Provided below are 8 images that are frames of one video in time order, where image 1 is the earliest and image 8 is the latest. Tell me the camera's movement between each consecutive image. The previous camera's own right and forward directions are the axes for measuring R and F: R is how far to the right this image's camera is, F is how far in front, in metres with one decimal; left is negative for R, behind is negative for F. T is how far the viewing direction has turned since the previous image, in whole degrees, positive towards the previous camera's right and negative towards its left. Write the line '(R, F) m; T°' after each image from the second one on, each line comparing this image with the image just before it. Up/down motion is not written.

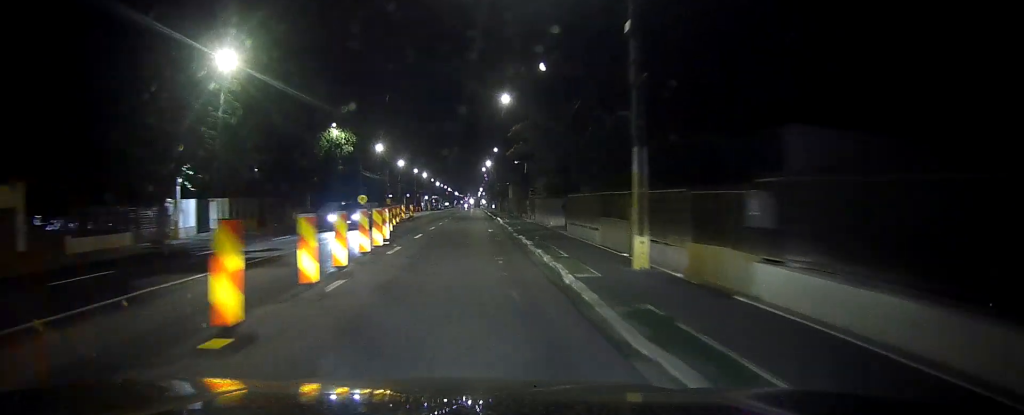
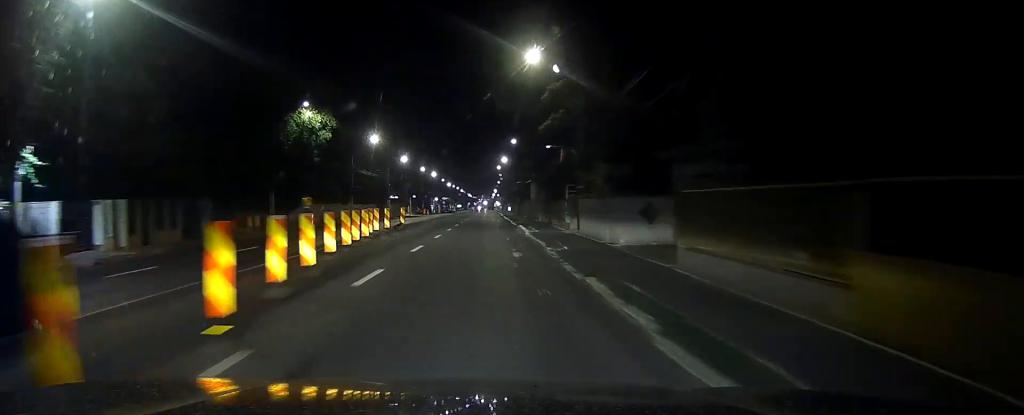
(0.0, +15.9) m; 0°
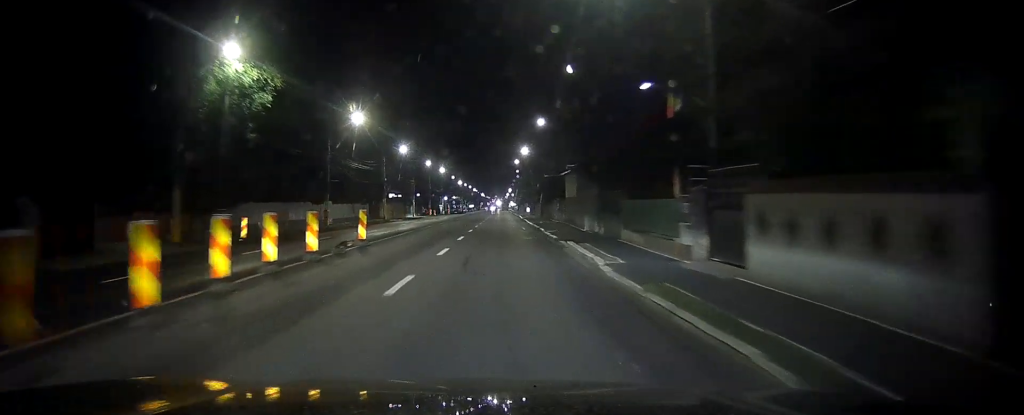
(-0.1, +19.3) m; -1°
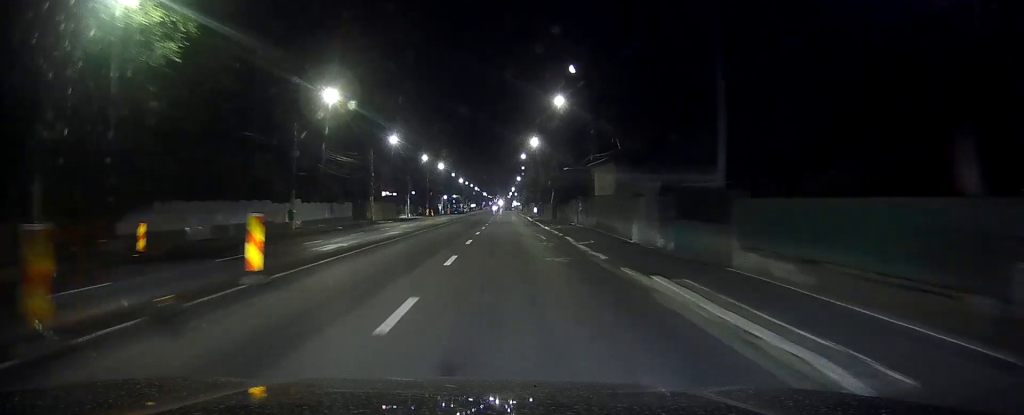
(-0.1, +12.4) m; 0°
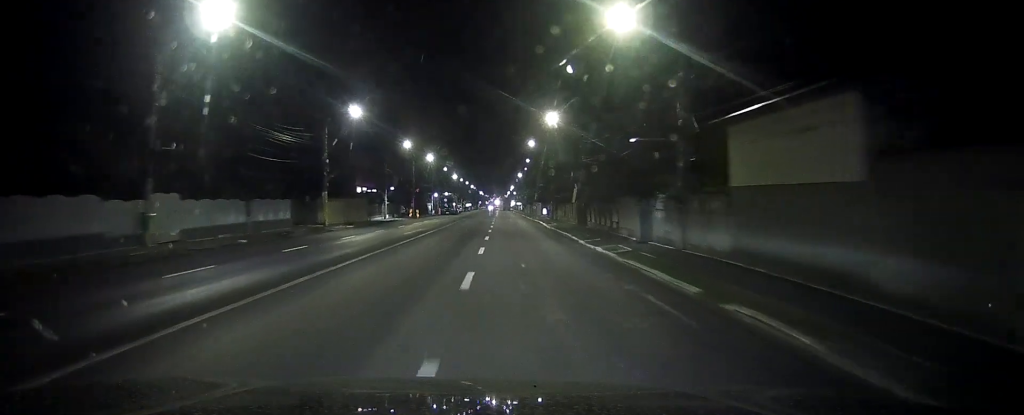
(+0.1, +22.4) m; +1°
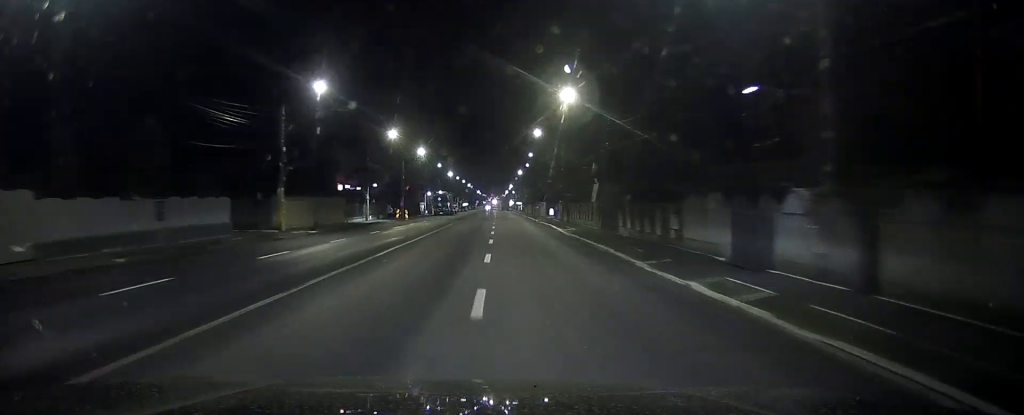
(+0.1, +12.1) m; 0°
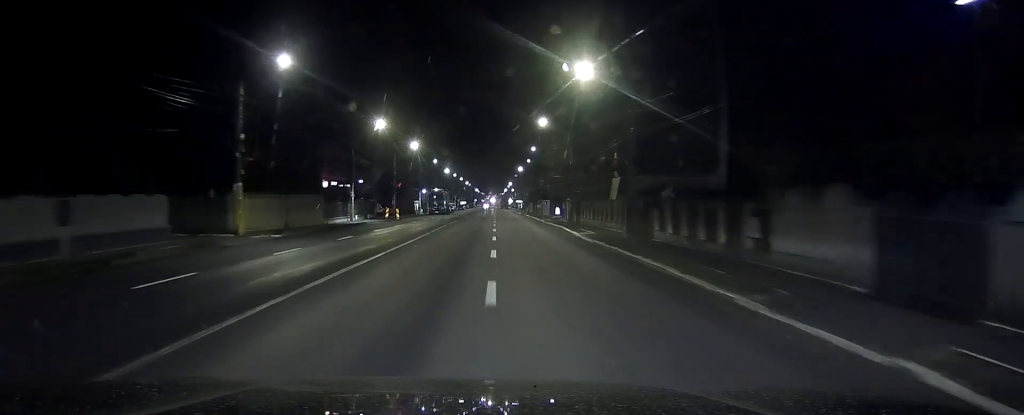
(0.0, +7.9) m; 0°
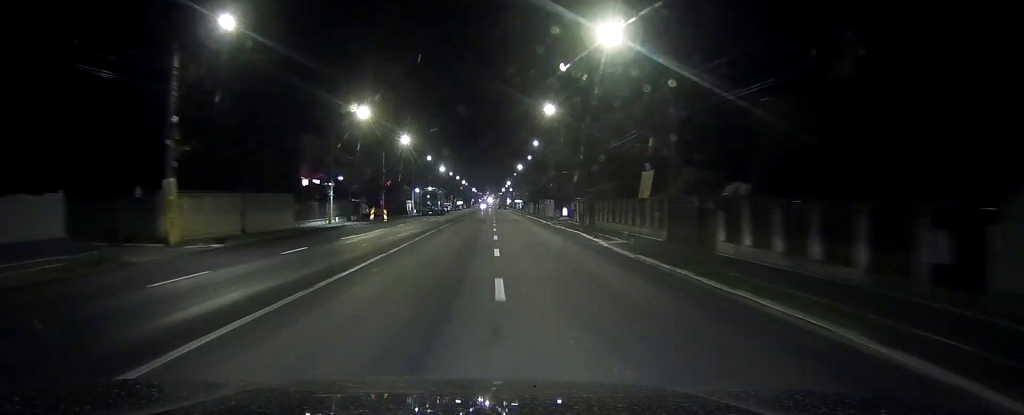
(0.0, +8.4) m; 0°
